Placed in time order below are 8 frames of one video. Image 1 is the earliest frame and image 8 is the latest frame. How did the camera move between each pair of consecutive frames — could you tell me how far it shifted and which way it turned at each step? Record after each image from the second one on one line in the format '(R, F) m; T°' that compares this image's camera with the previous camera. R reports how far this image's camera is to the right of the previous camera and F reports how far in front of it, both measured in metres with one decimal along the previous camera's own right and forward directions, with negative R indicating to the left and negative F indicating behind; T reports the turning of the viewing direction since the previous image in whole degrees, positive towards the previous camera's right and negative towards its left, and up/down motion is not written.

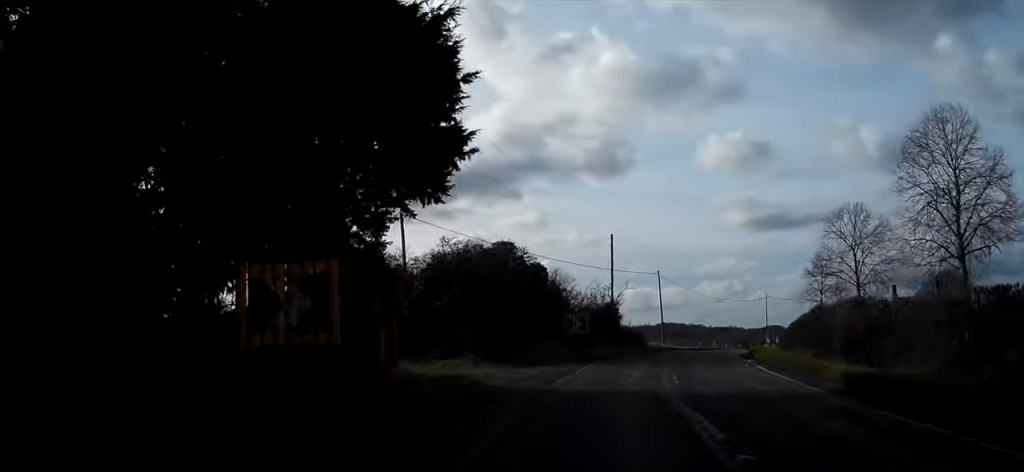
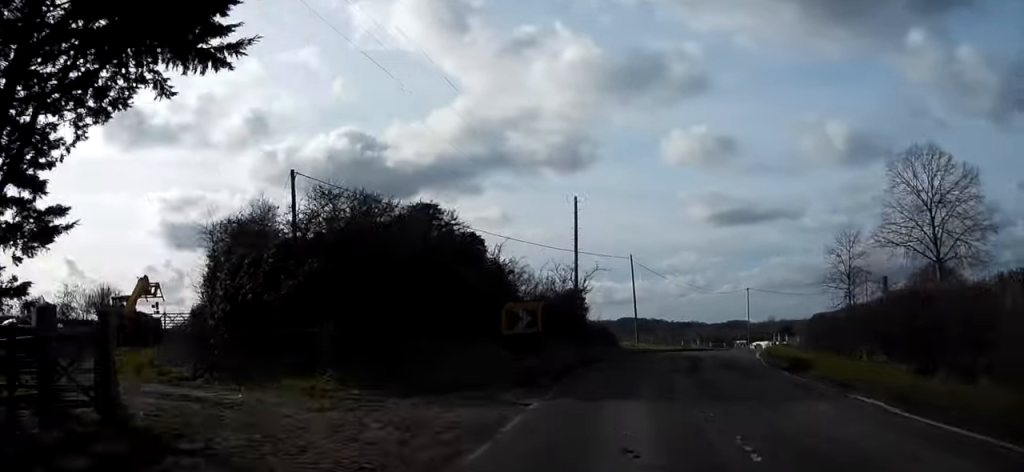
(-0.1, +10.5) m; +1°
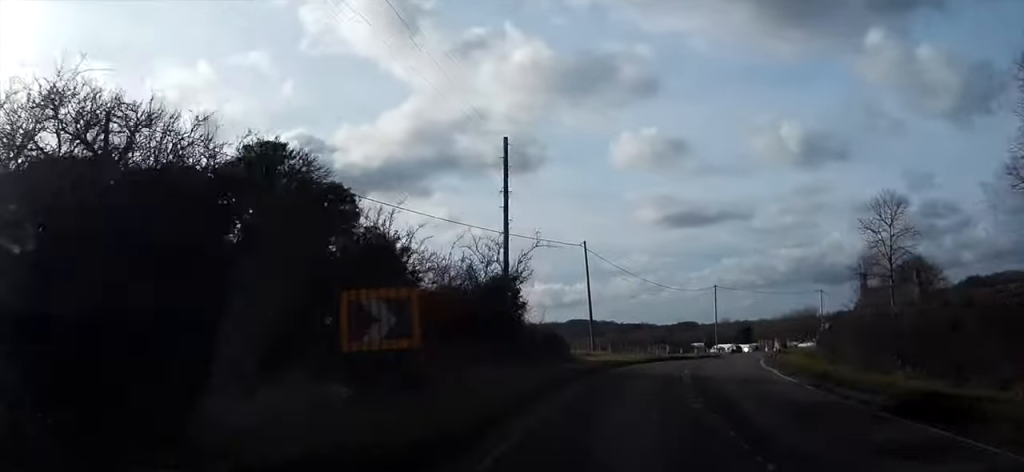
(-1.2, +9.6) m; +7°
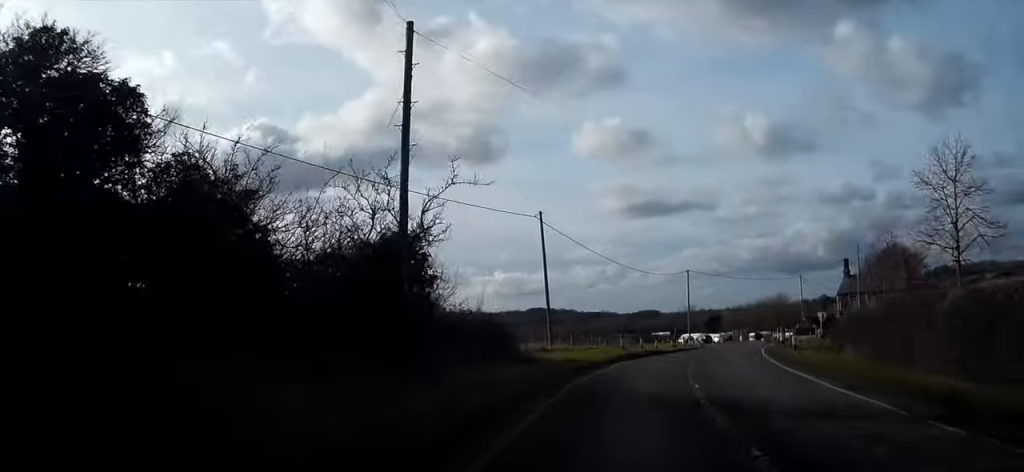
(+1.7, +7.1) m; +8°
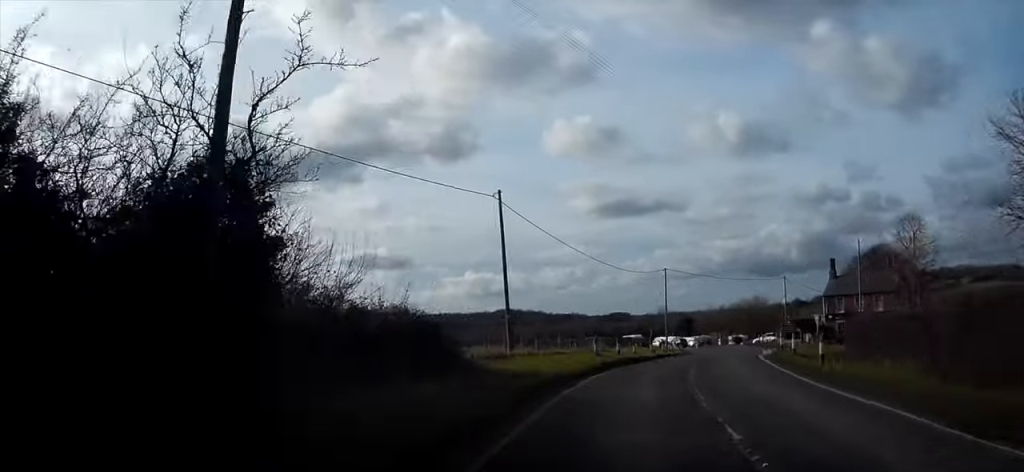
(+0.5, +5.2) m; +6°
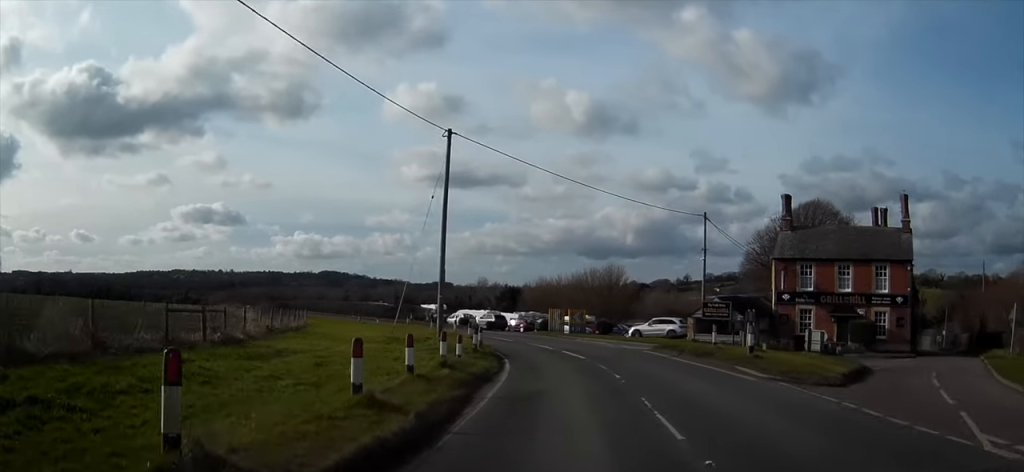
(+3.3, +51.9) m; +6°
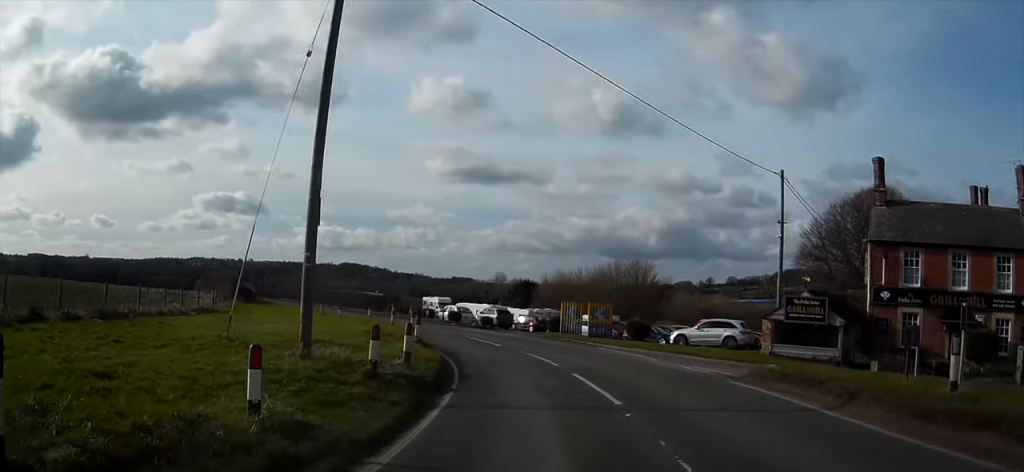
(-0.1, +15.5) m; -4°
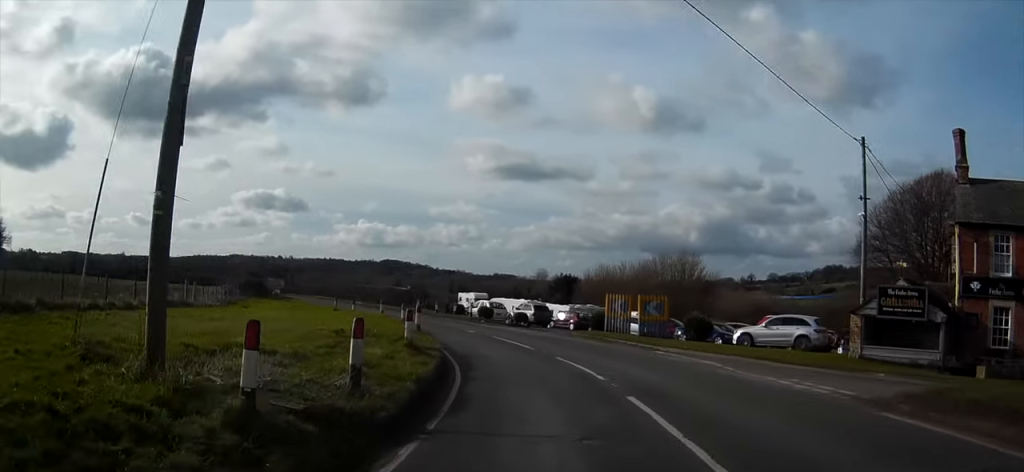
(0.0, +6.5) m; -3°
